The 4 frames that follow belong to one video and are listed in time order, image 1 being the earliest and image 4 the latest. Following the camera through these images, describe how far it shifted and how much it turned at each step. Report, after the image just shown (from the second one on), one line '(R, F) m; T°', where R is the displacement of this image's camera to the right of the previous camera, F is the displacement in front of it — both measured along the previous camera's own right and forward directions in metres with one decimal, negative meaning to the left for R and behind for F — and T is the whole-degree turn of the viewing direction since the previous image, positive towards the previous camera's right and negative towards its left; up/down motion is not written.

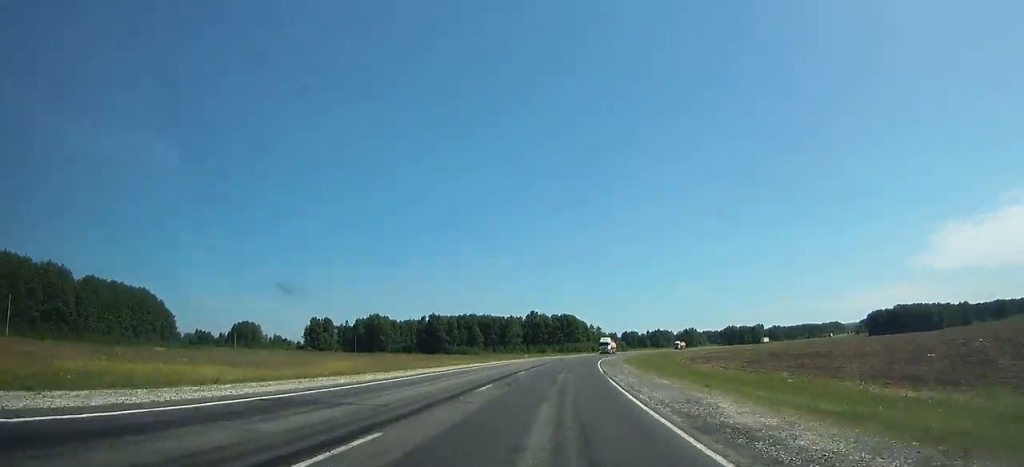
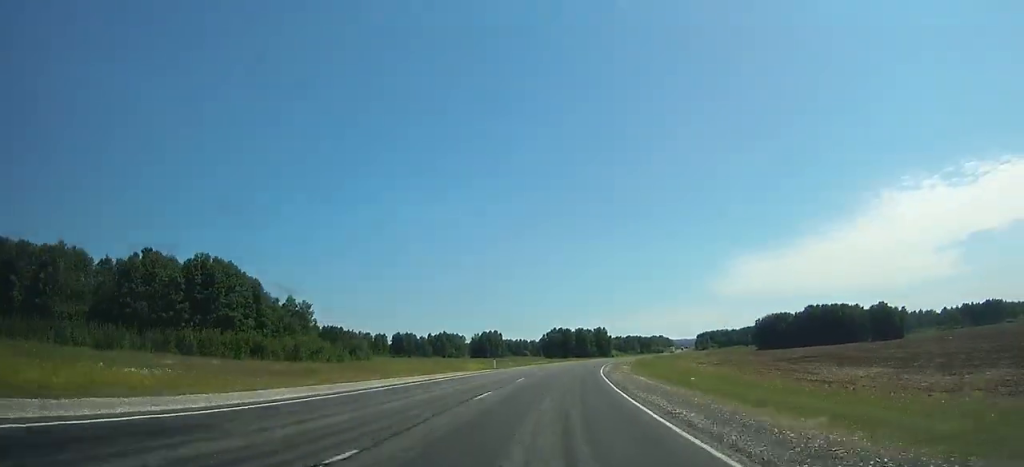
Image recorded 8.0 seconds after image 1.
(+38.8, +211.7) m; +21°
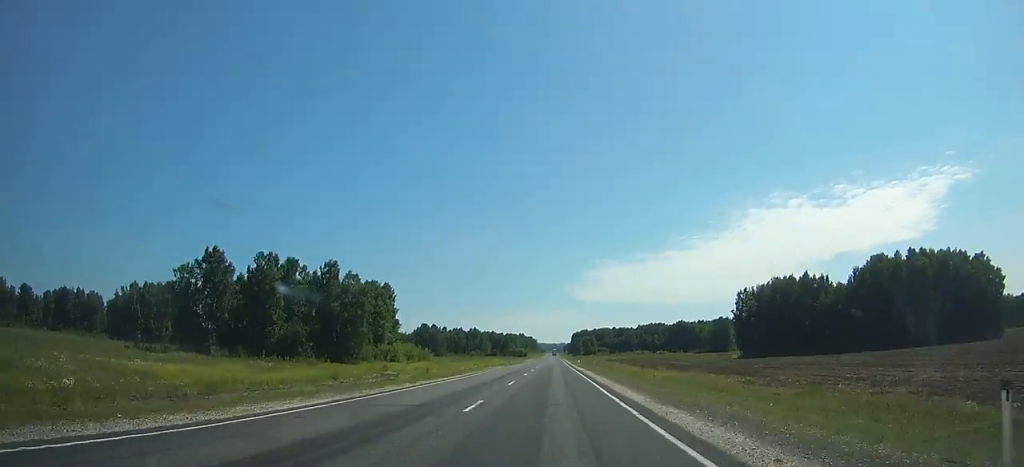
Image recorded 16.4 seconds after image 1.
(+37.0, +241.2) m; +13°
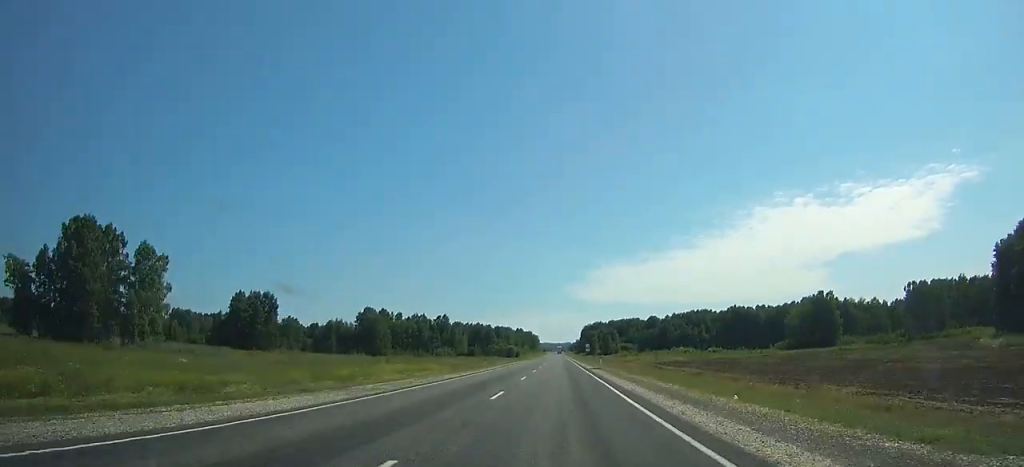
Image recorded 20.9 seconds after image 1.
(+0.1, +142.4) m; 0°
